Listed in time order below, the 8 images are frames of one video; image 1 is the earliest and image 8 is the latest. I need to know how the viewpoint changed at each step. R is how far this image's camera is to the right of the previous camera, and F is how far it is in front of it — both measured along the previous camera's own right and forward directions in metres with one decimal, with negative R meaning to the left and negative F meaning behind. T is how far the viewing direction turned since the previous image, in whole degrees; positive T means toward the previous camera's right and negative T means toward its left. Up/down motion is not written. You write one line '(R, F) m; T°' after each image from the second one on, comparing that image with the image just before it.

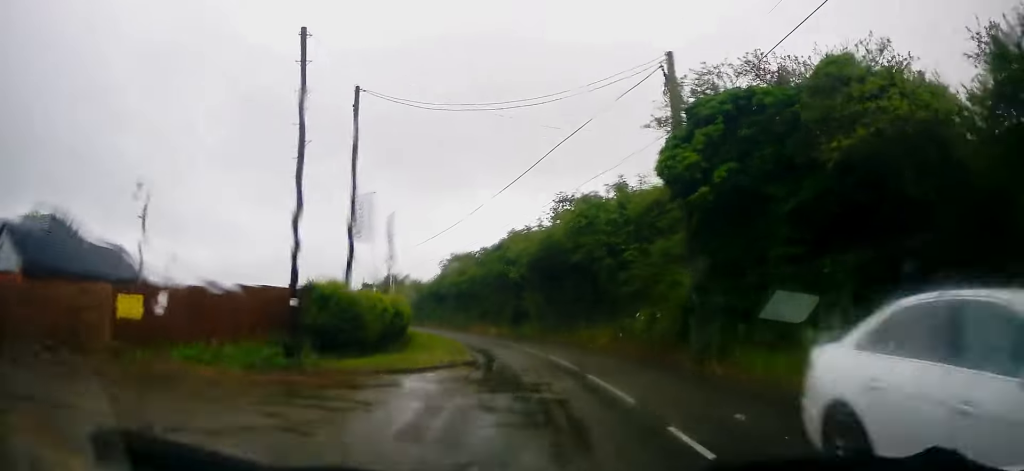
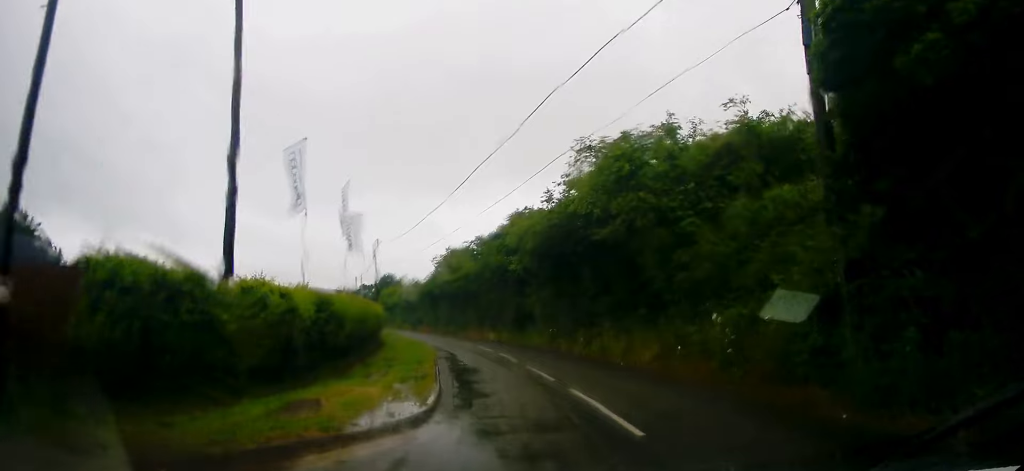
(0.0, +8.2) m; -2°
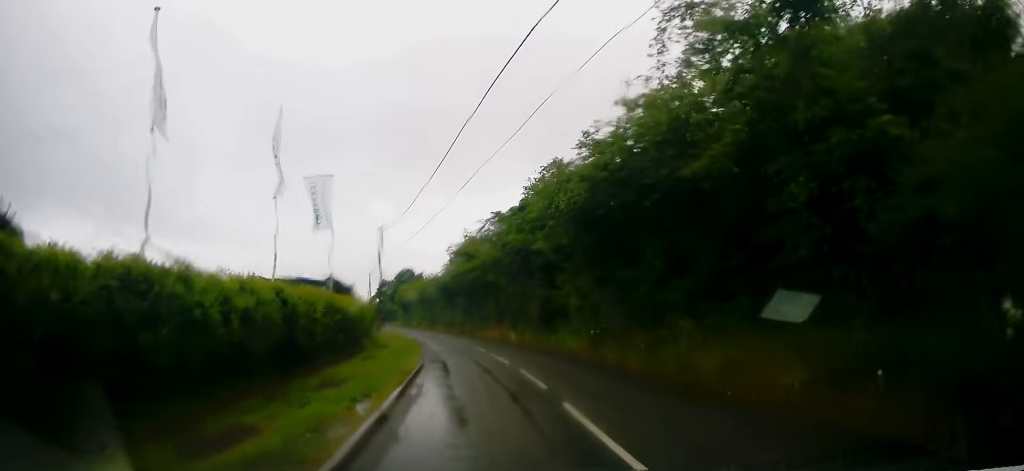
(-0.1, +7.8) m; -4°
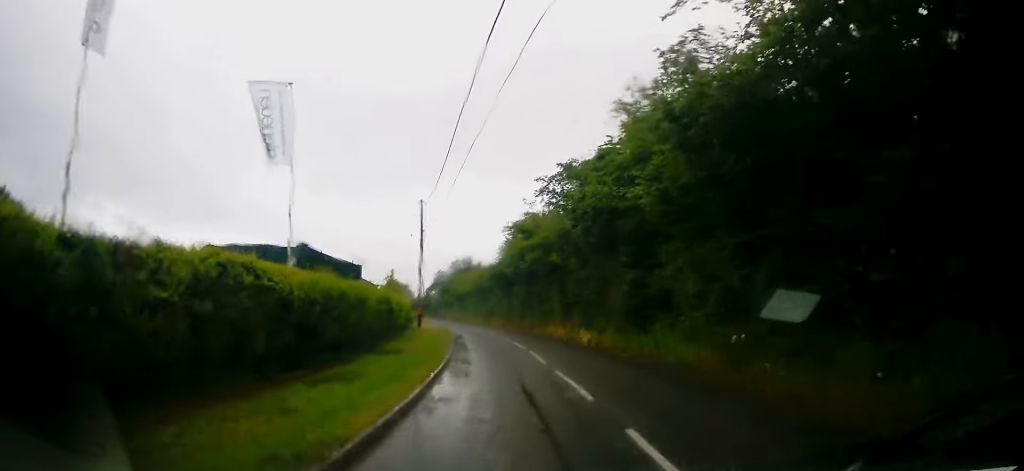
(-0.5, +8.3) m; -6°
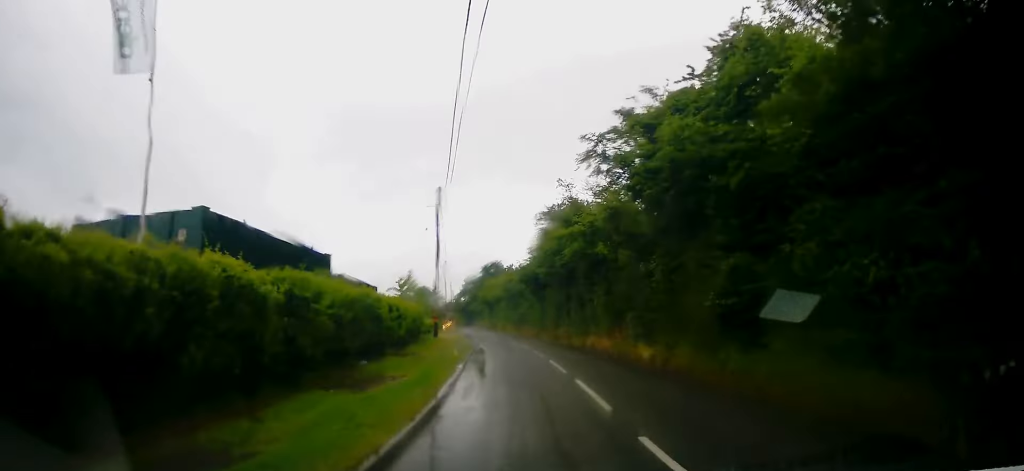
(-0.3, +6.3) m; -2°
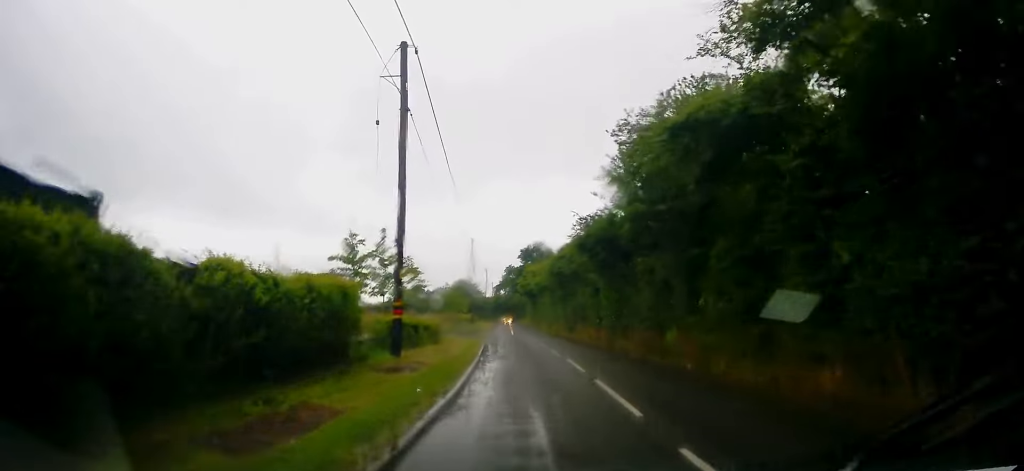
(-0.8, +18.8) m; -5°
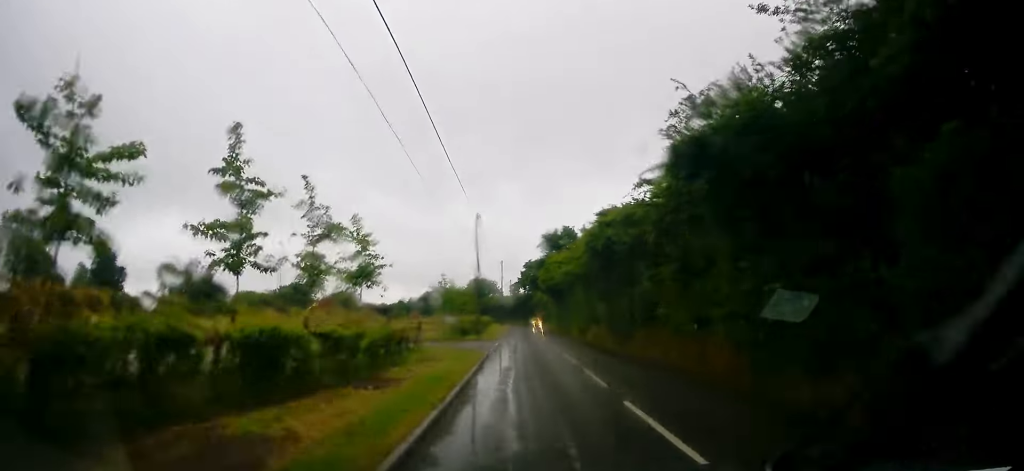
(-0.5, +14.5) m; -2°
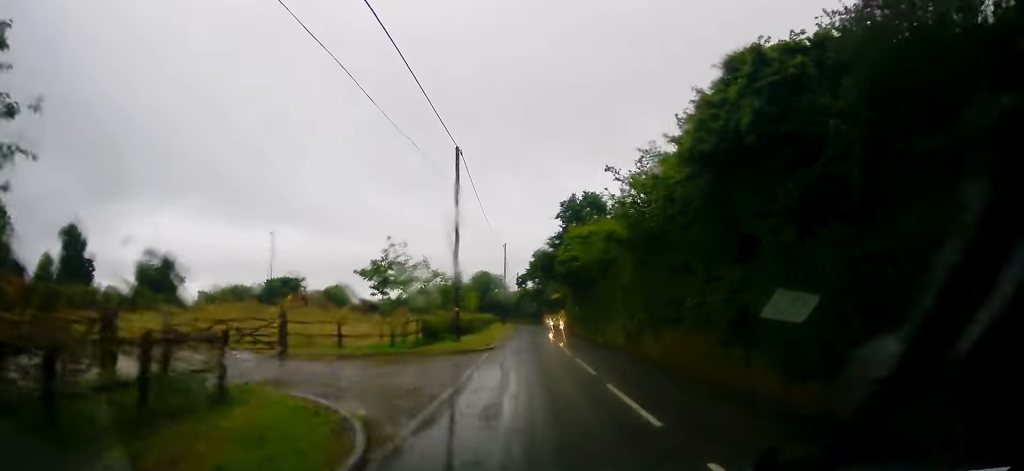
(0.0, +16.0) m; 0°
